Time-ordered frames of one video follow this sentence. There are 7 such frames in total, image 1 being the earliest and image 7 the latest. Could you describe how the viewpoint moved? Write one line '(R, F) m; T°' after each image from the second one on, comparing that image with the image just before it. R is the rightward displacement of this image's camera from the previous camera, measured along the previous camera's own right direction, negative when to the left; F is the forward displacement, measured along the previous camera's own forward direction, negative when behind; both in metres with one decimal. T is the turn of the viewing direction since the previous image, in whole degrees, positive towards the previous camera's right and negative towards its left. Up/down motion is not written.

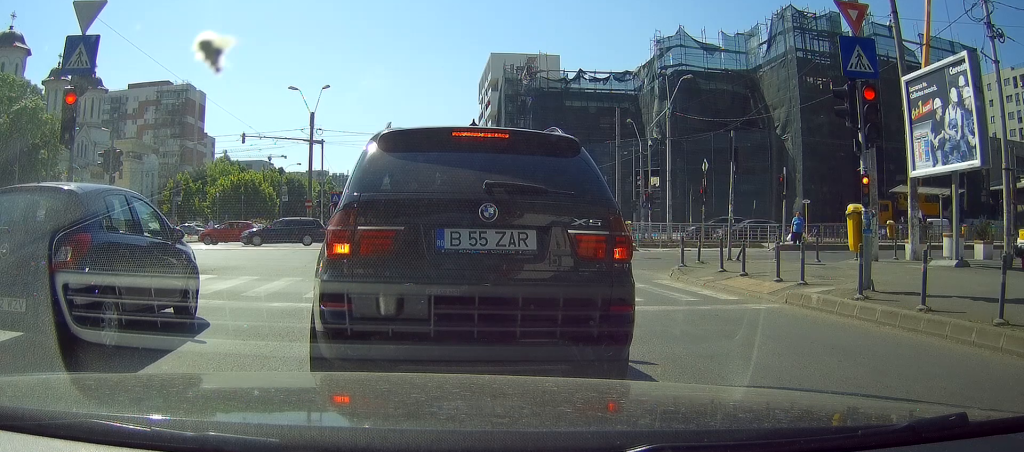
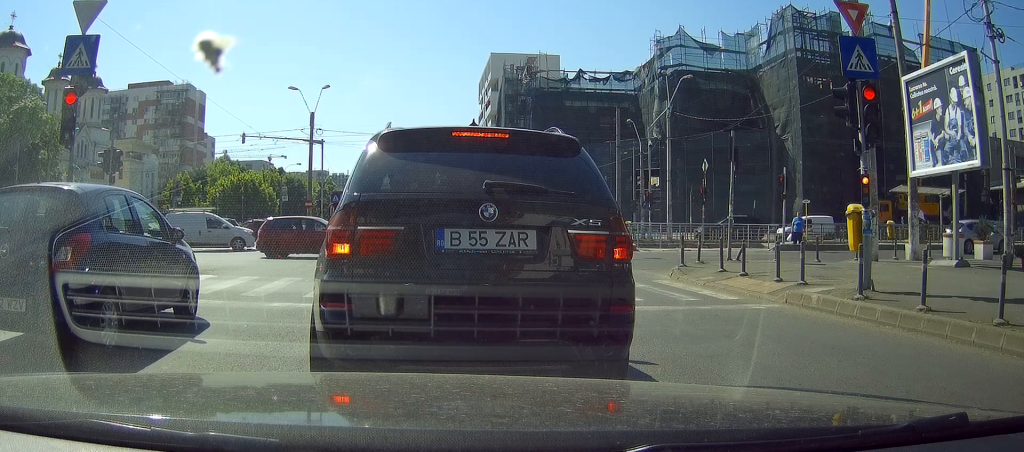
(0.0, 0.0) m; 0°
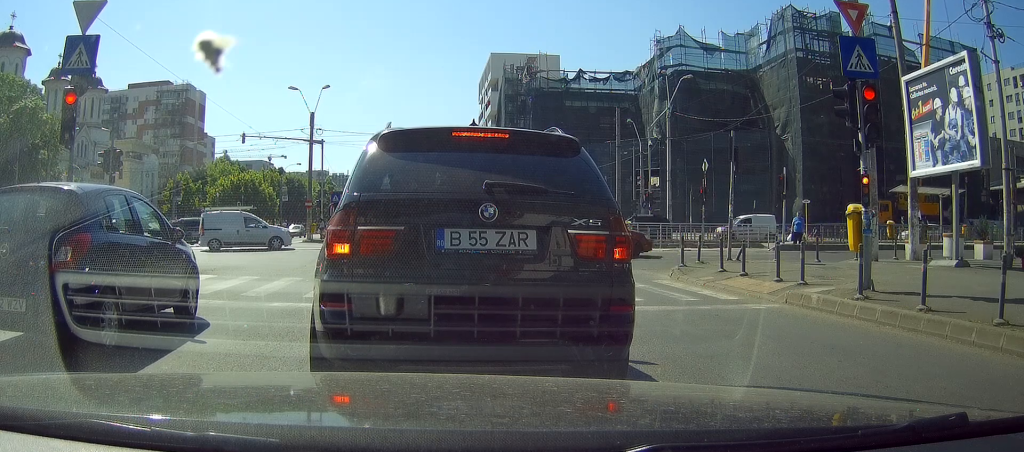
(0.0, 0.0) m; 0°
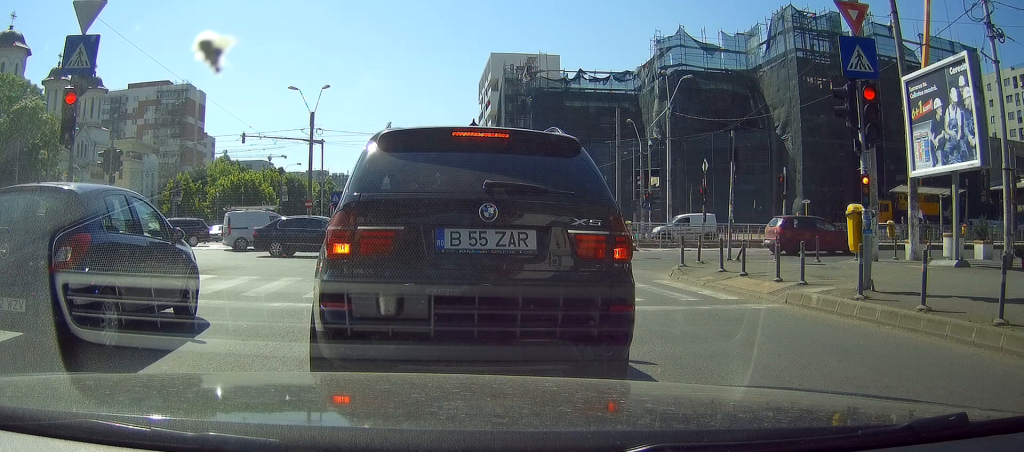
(0.0, 0.0) m; 0°
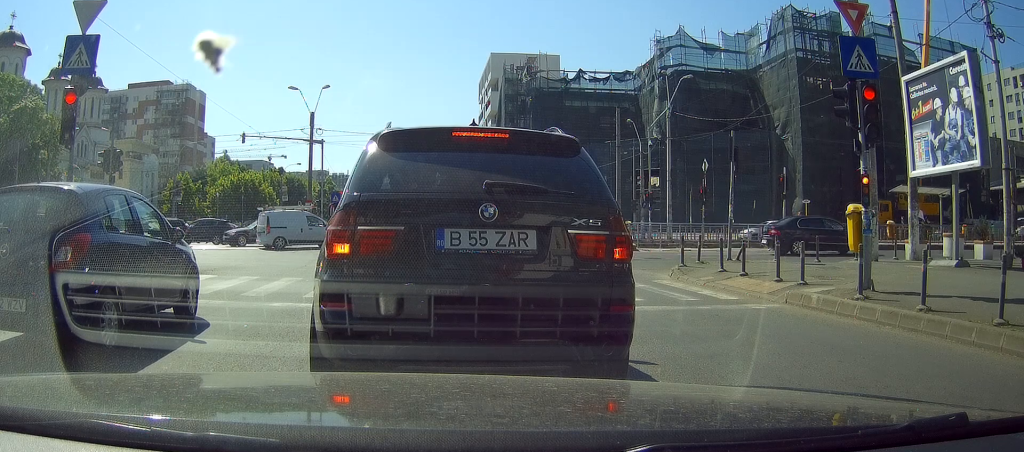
(0.0, 0.0) m; 0°
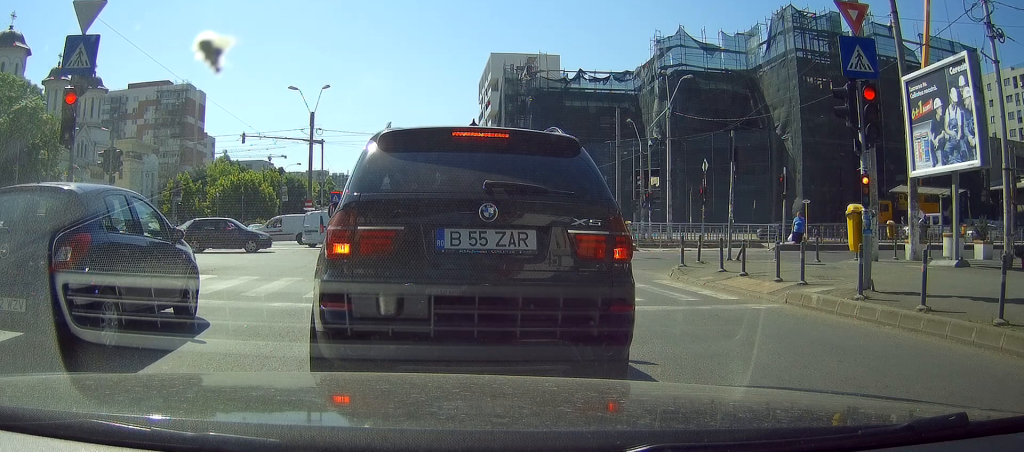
(0.0, 0.0) m; 0°
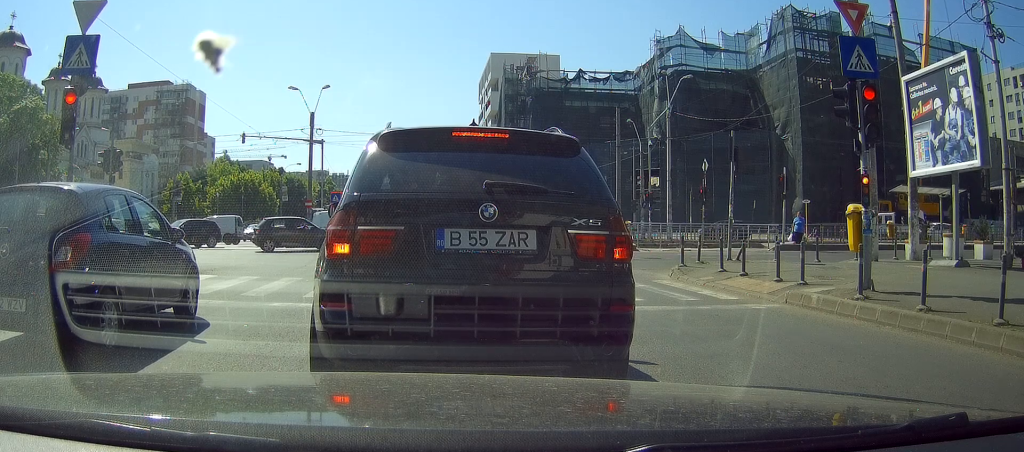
(0.0, 0.0) m; 0°
